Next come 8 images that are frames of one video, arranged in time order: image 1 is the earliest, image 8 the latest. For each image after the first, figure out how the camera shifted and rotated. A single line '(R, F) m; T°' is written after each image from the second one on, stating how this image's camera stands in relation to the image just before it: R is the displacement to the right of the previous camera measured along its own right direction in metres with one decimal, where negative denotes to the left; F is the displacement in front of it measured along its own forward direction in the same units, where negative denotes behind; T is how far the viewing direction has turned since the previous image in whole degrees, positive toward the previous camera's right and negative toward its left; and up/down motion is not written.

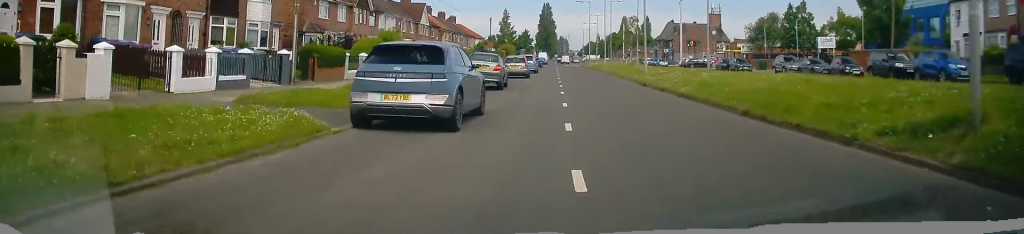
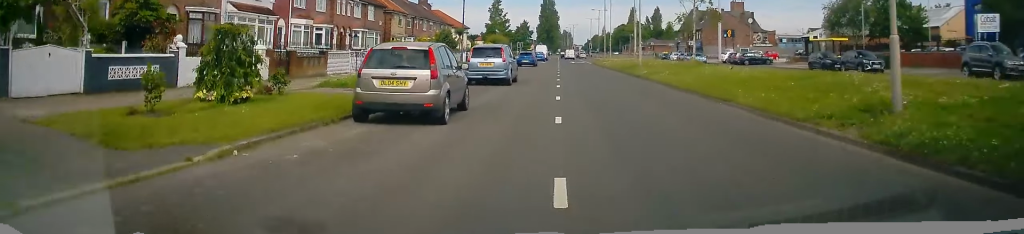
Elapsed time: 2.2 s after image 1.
(-0.3, +27.4) m; -2°
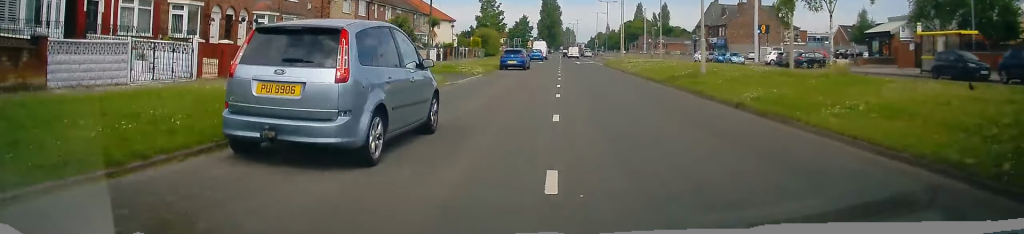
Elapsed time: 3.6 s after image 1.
(-0.1, +16.9) m; -1°
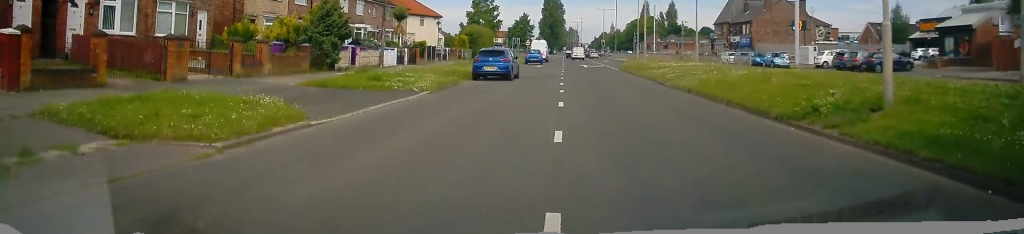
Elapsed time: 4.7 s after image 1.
(0.0, +13.0) m; +1°
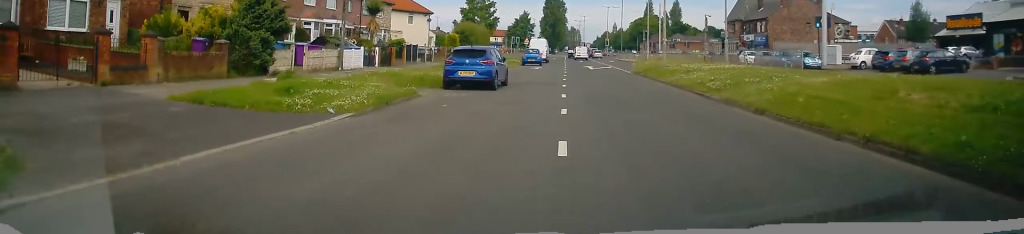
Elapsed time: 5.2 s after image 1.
(+0.1, +6.8) m; 0°
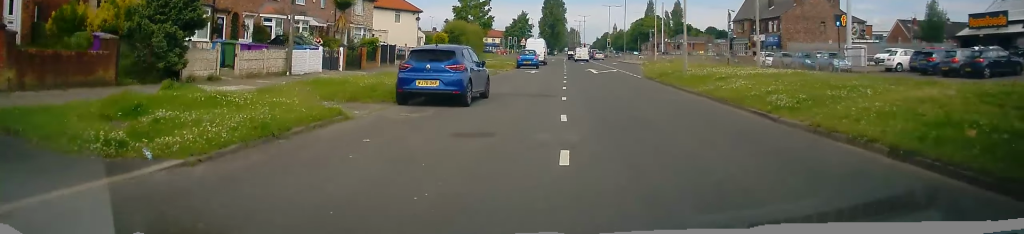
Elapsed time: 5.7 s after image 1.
(0.0, +5.4) m; -1°
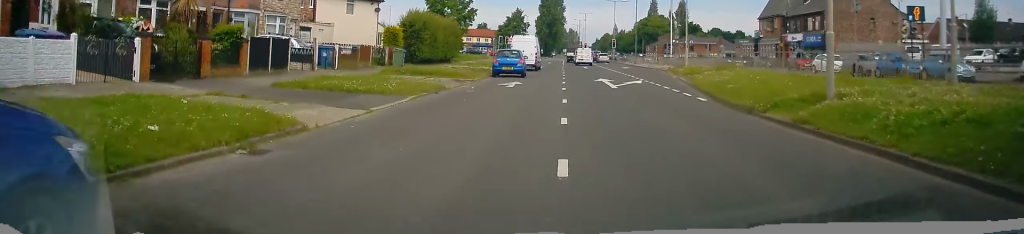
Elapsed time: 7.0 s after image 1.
(-0.4, +14.7) m; -1°
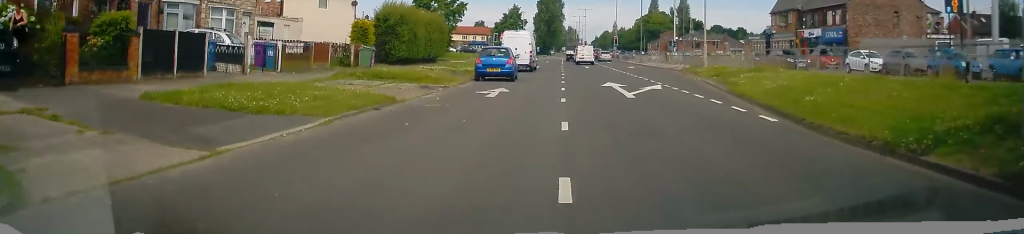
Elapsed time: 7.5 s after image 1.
(+0.1, +5.8) m; +1°
